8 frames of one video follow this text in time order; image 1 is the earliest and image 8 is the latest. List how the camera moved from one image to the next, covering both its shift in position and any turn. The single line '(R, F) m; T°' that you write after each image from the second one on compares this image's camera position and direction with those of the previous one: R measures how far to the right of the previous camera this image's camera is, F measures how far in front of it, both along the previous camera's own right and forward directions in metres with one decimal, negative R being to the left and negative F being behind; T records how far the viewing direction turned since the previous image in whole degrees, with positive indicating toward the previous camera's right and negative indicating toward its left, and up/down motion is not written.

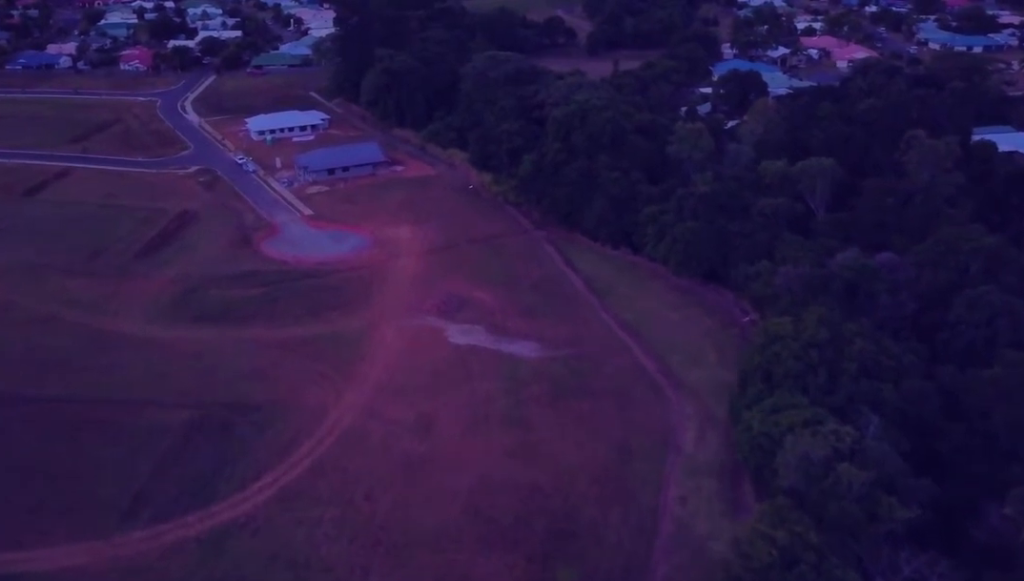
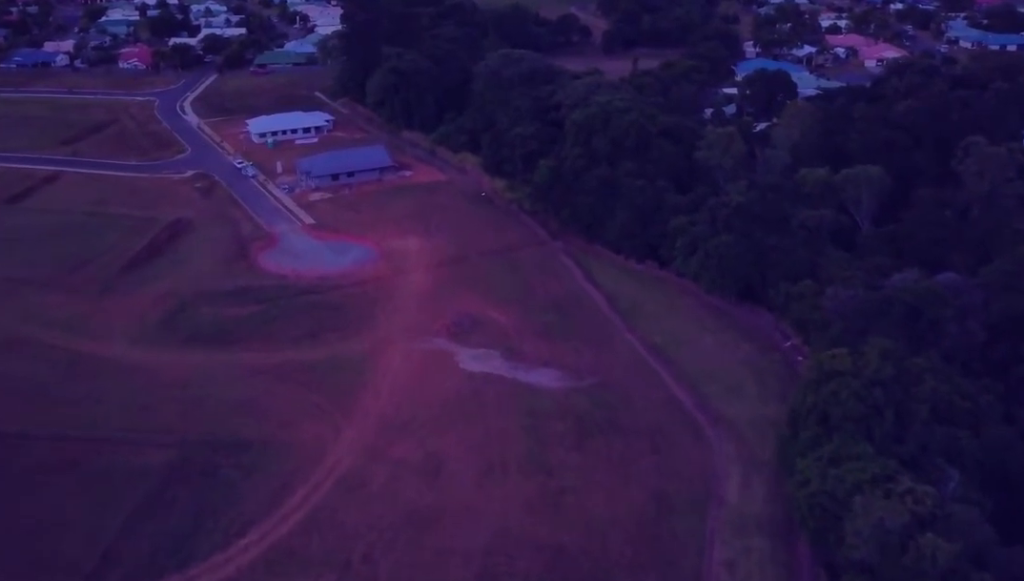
(0.0, +12.2) m; 0°
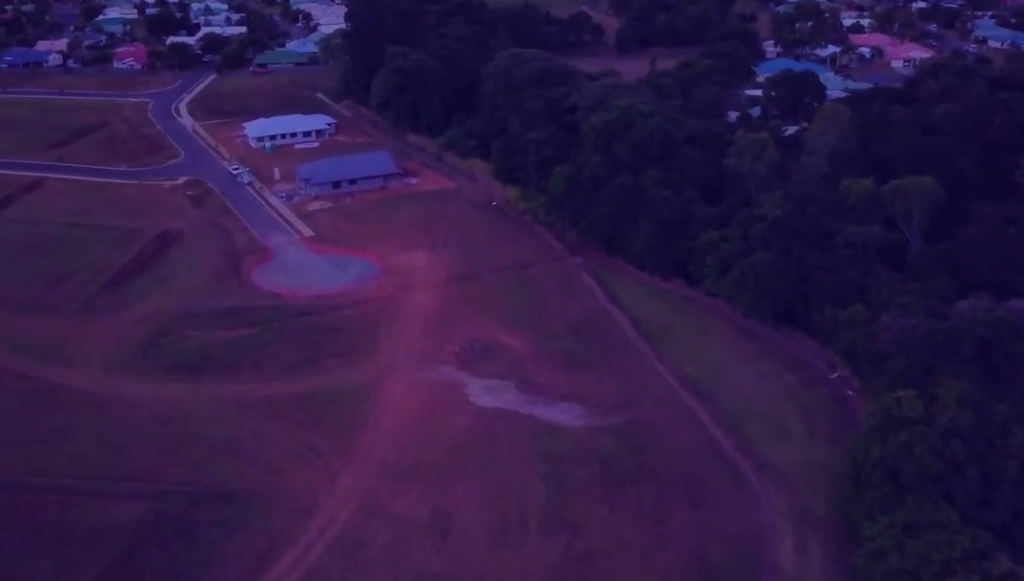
(0.0, +11.1) m; 0°
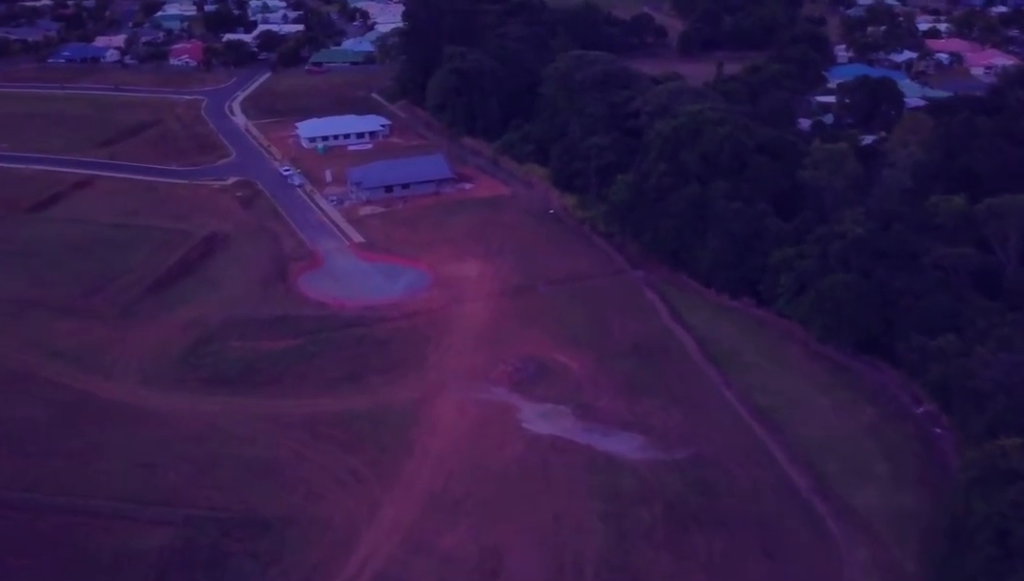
(0.0, +6.1) m; 0°
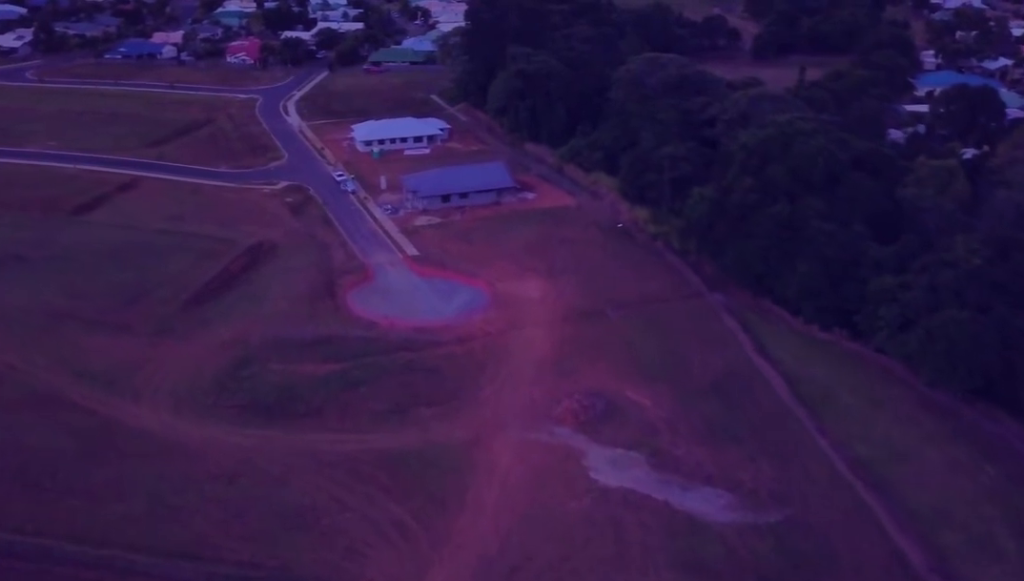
(0.0, +9.1) m; 0°
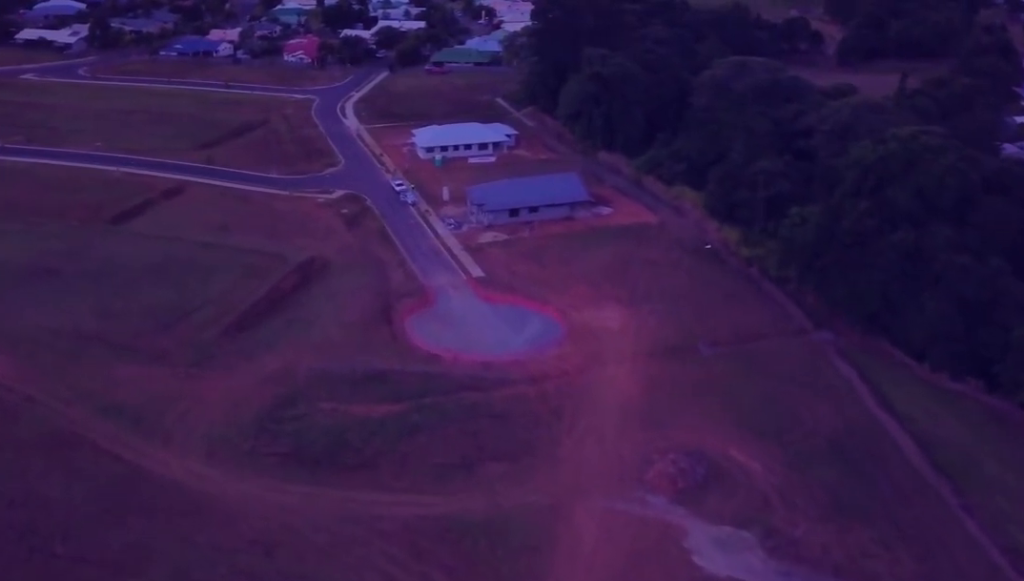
(0.0, +10.5) m; 0°
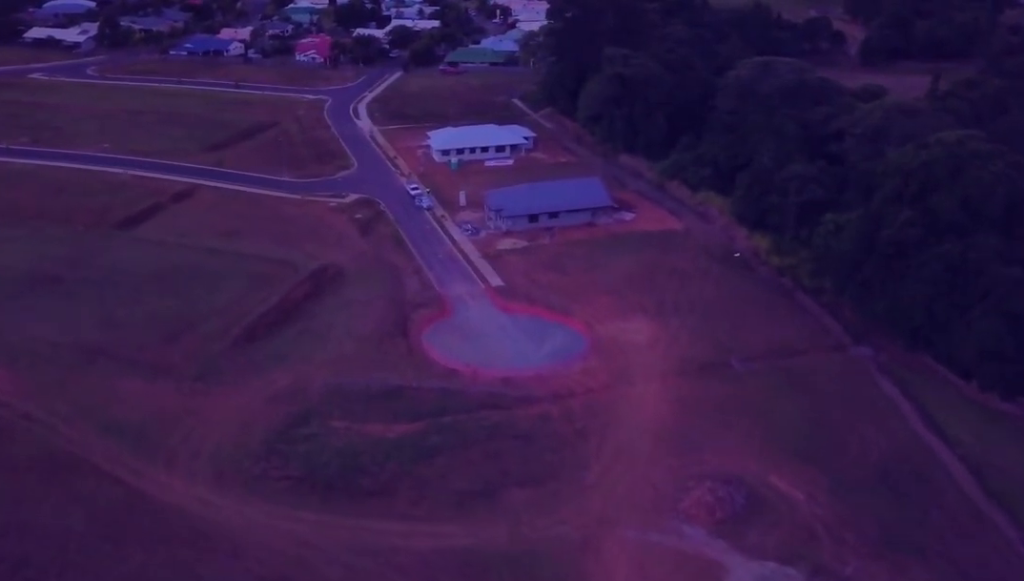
(0.0, +3.8) m; 0°
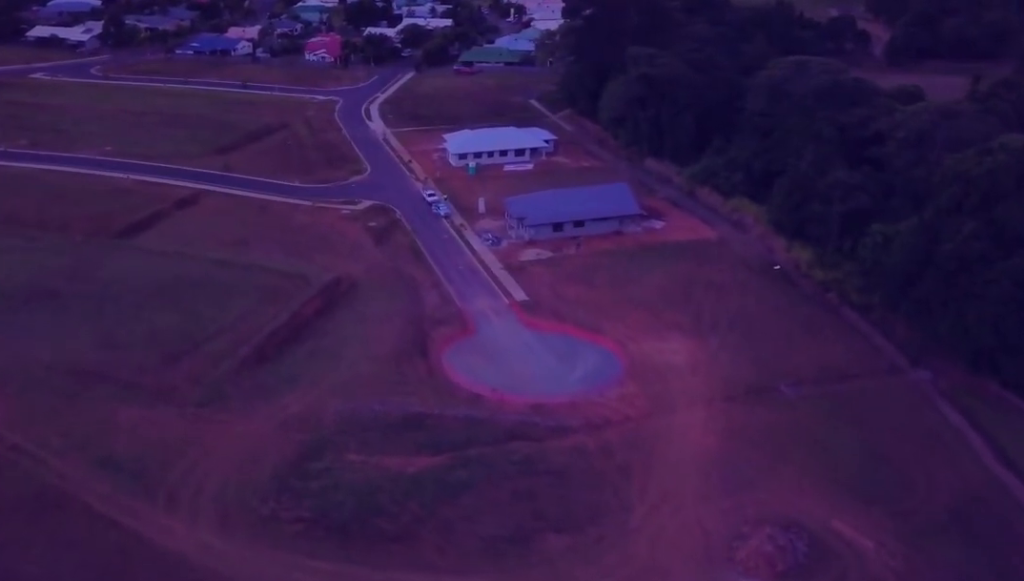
(0.0, +5.4) m; 0°
